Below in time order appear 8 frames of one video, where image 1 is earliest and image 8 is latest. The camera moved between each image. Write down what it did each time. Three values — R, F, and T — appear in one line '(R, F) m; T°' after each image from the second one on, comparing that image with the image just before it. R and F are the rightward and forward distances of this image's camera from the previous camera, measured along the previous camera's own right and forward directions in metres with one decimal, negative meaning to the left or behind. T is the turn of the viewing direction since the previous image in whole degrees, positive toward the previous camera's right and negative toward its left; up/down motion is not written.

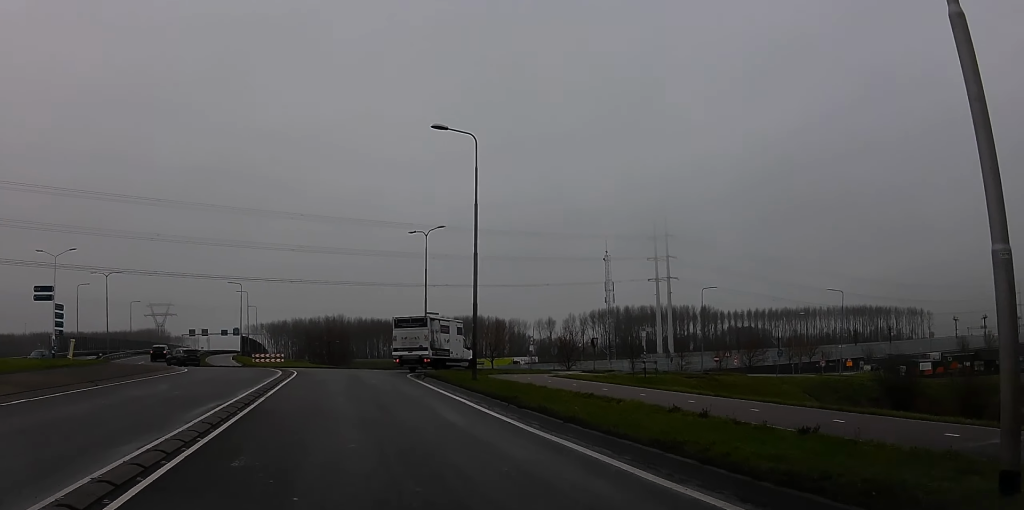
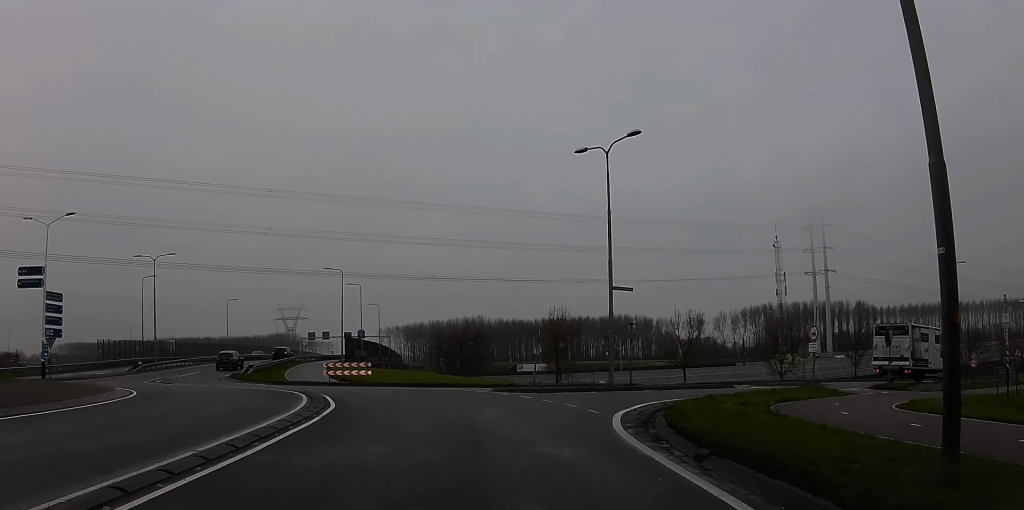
(-3.1, +21.2) m; -21°
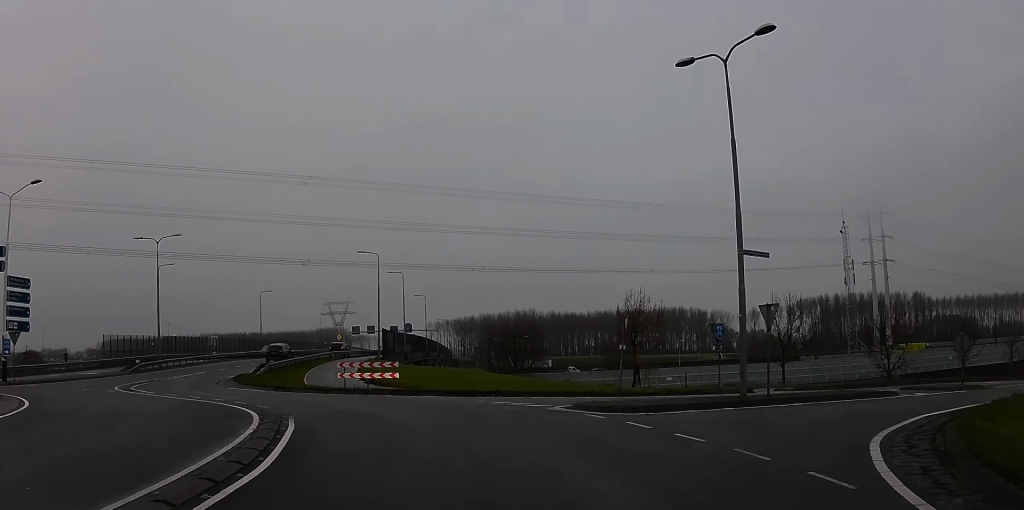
(-0.8, +9.3) m; -4°
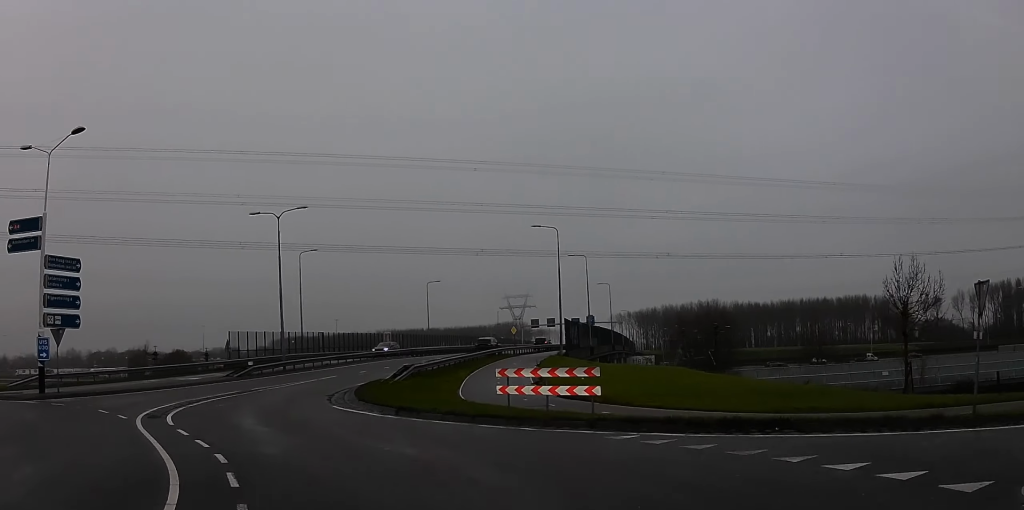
(+0.1, +11.5) m; -4°
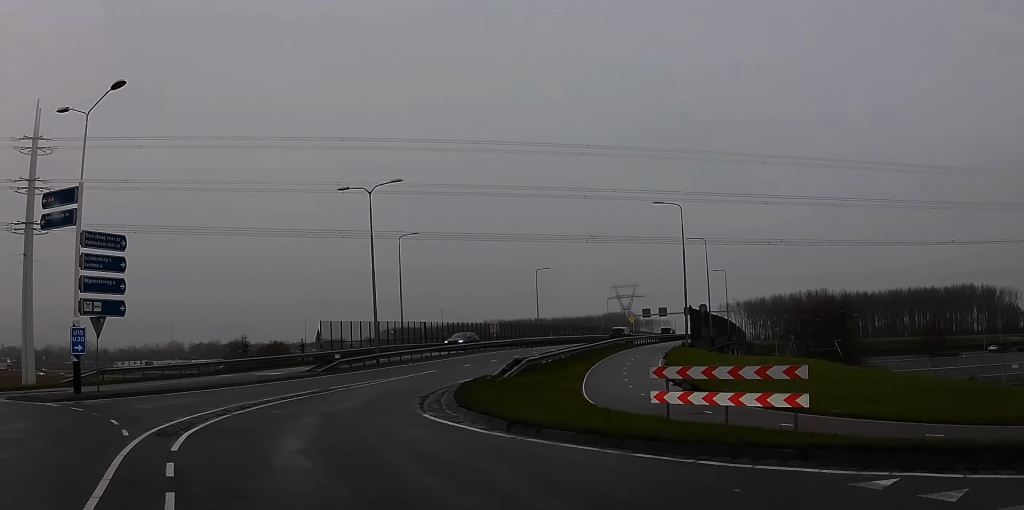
(+0.1, +5.6) m; -4°
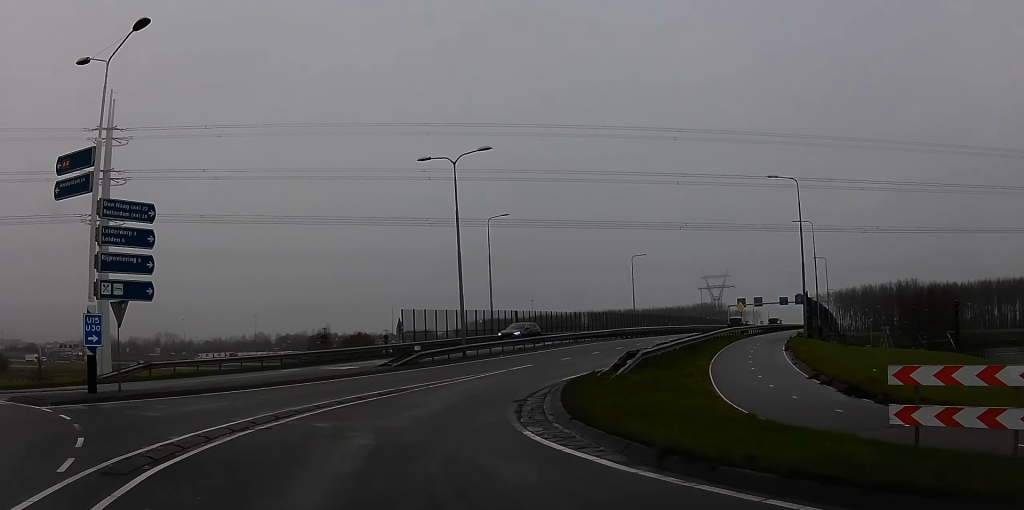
(-0.6, +4.7) m; -4°
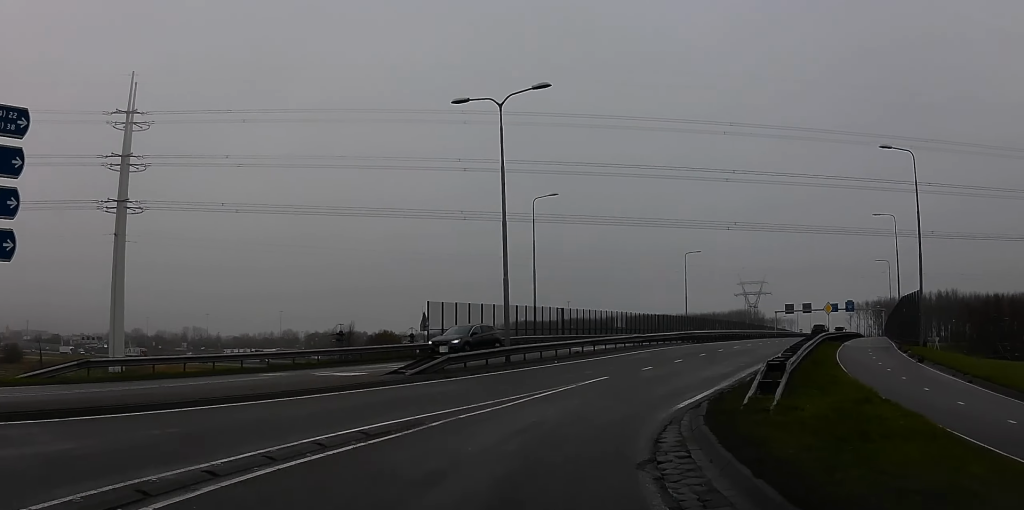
(-0.5, +9.1) m; -3°
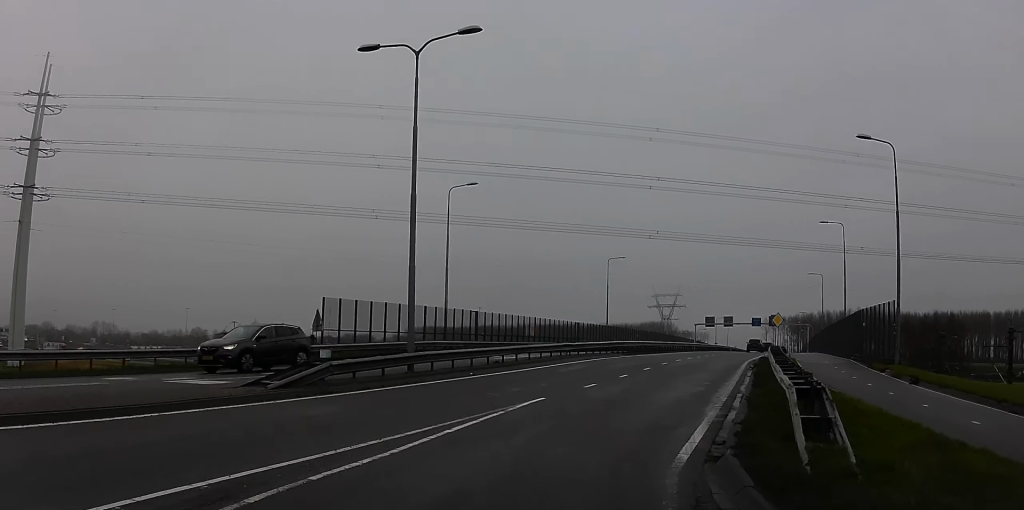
(0.0, +5.2) m; 0°
